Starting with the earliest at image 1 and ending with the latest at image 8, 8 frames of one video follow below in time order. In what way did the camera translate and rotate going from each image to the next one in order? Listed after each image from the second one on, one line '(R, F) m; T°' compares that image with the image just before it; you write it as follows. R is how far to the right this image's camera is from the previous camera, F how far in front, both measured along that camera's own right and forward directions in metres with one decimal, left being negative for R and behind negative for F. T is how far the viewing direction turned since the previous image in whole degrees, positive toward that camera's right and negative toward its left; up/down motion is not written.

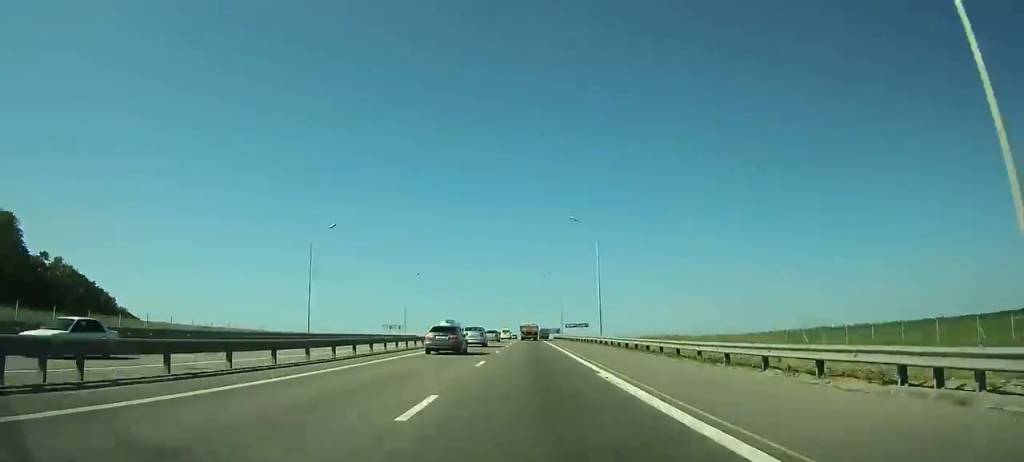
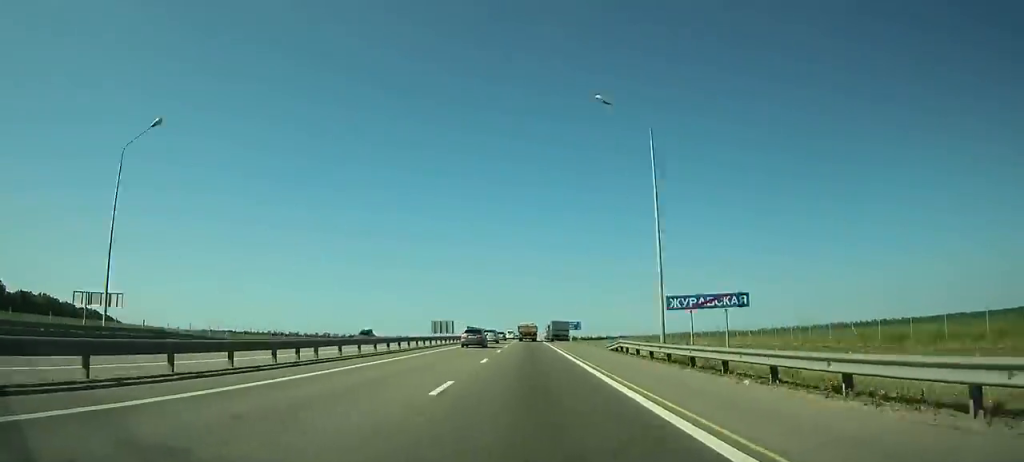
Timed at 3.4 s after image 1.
(-0.1, +81.5) m; 0°
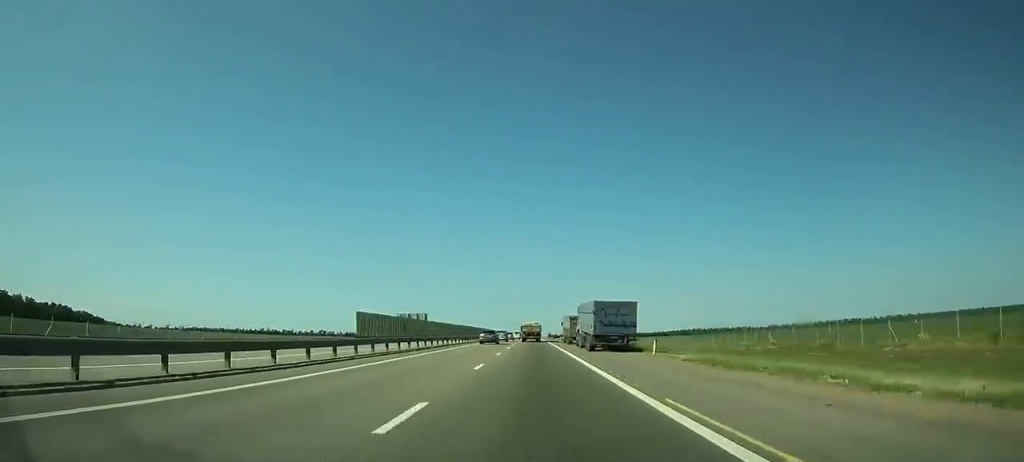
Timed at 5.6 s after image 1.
(0.0, +52.0) m; 0°
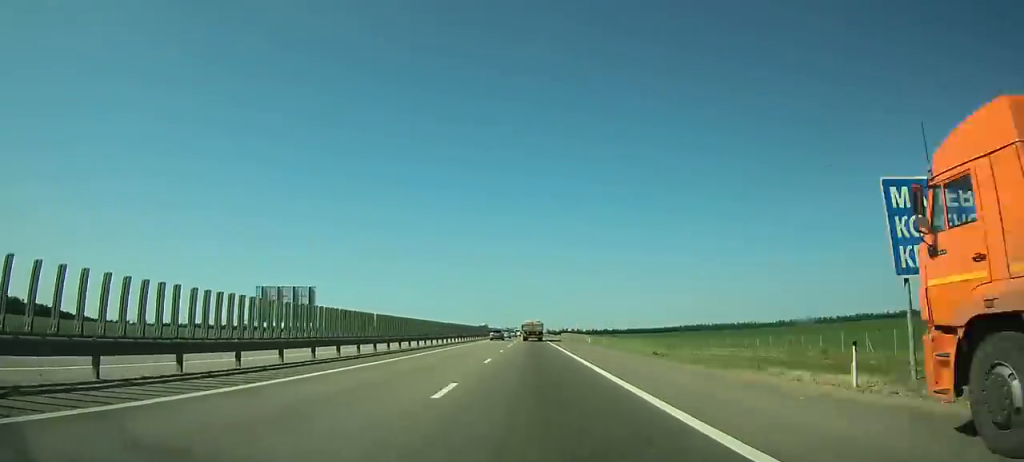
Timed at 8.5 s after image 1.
(0.0, +68.1) m; 0°
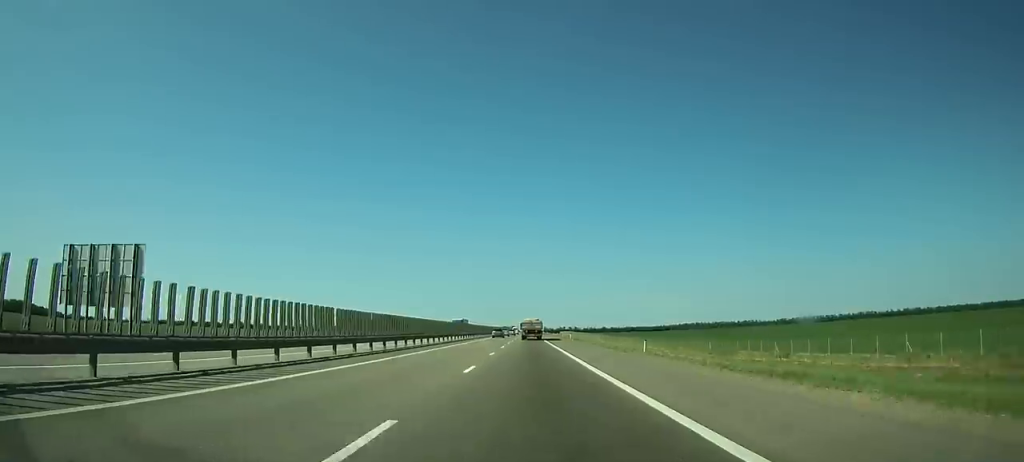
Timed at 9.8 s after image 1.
(0.0, +30.6) m; 0°
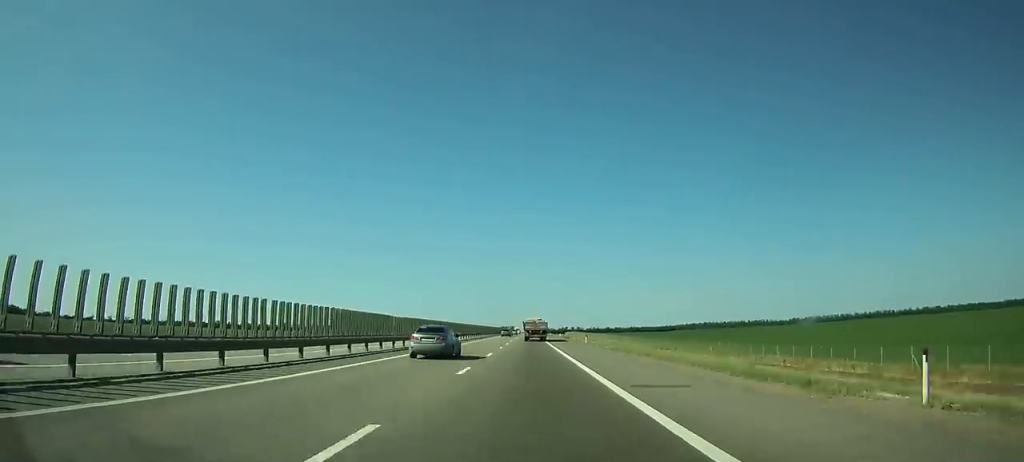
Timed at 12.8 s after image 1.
(0.0, +70.7) m; 0°
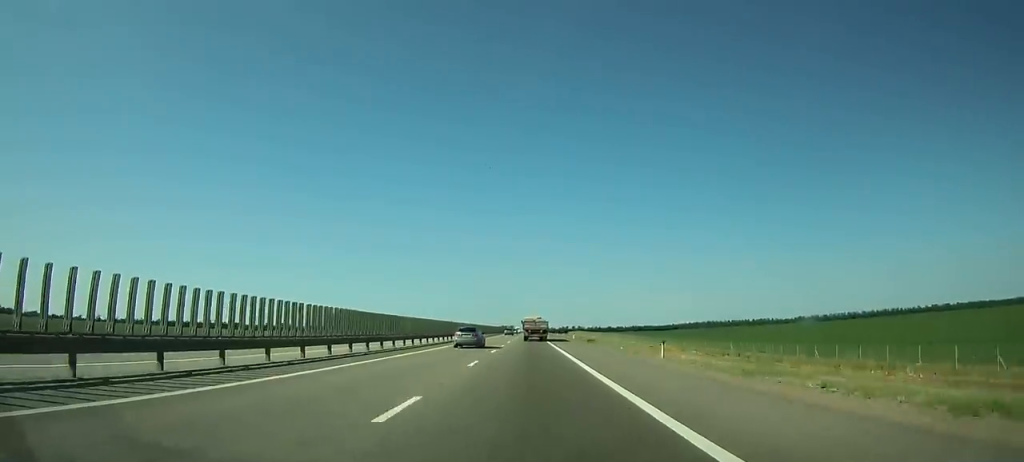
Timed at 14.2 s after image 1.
(+0.1, +33.0) m; 0°
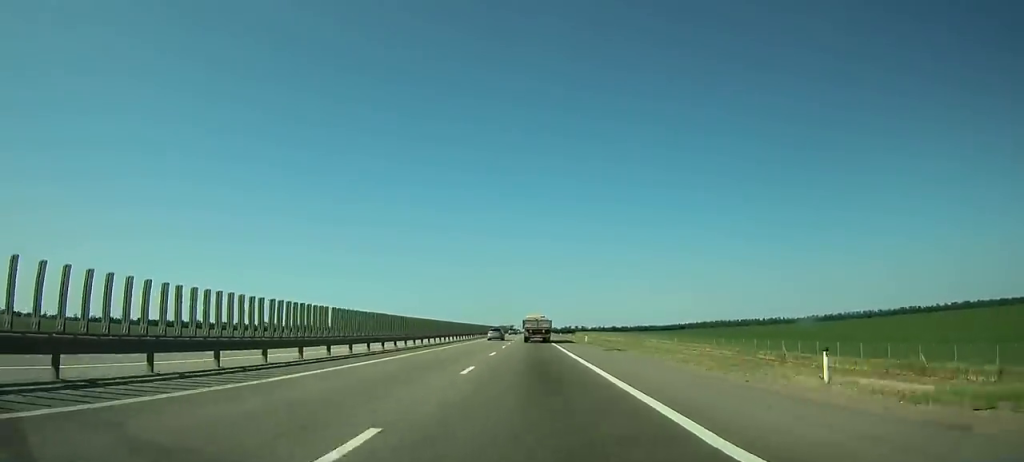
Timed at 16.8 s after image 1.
(0.0, +61.1) m; 0°
